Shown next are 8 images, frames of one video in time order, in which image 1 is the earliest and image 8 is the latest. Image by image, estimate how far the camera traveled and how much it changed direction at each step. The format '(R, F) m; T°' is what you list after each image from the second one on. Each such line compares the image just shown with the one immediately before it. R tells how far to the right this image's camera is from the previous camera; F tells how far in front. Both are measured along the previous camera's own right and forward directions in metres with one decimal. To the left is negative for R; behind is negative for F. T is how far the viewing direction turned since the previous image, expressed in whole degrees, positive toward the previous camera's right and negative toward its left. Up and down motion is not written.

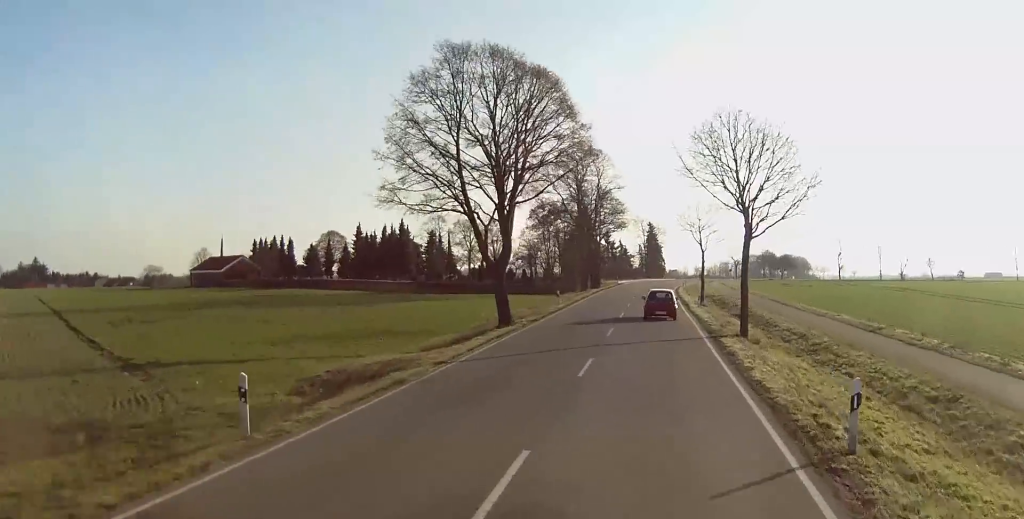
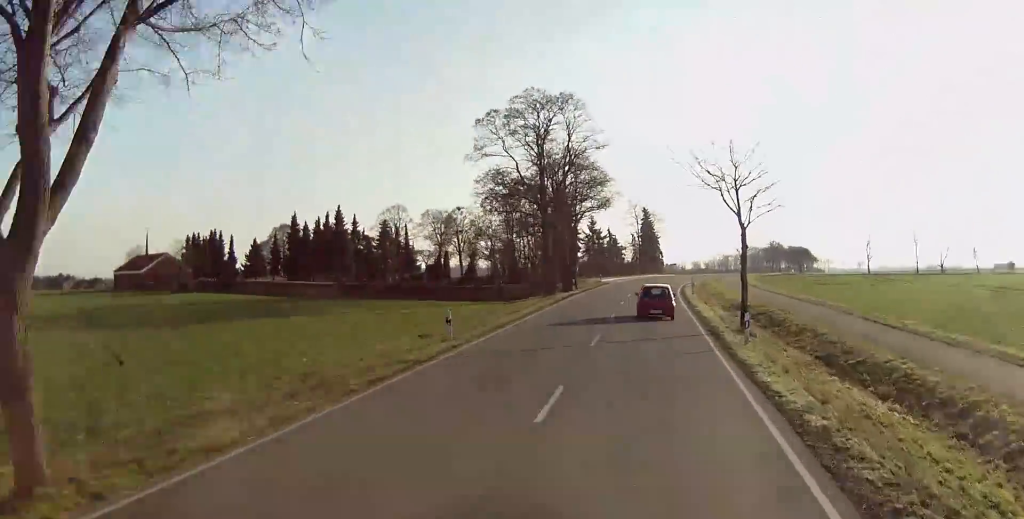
(-0.1, +30.5) m; 0°
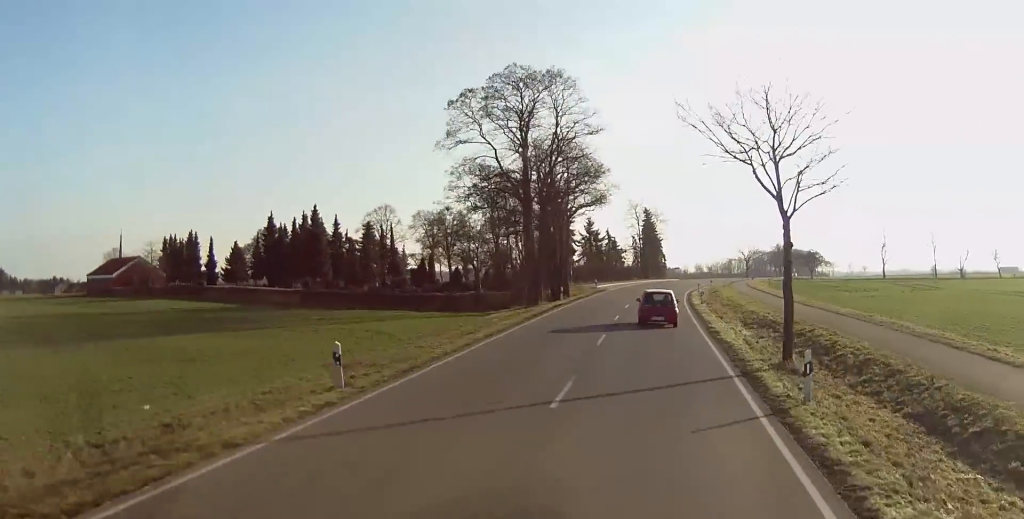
(+0.1, +10.3) m; 0°
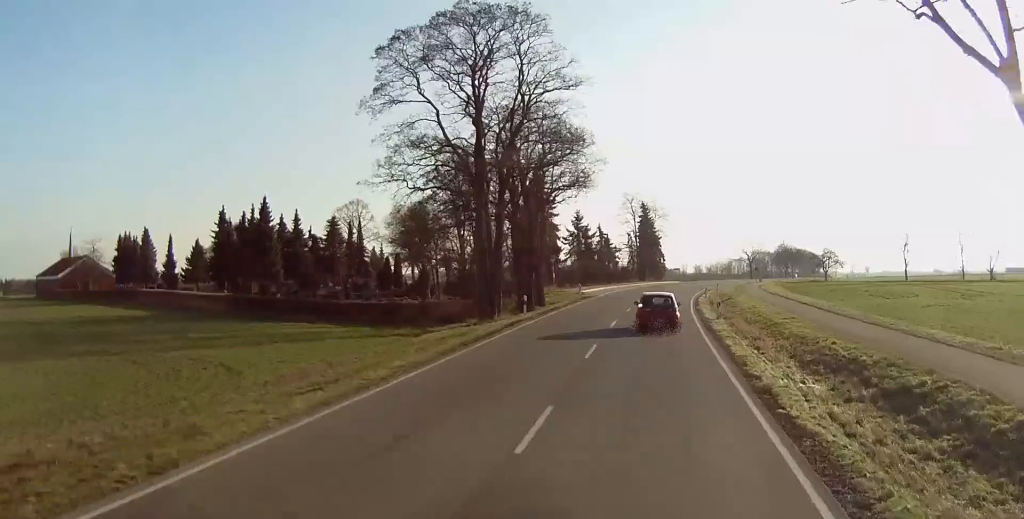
(-0.2, +15.9) m; 0°
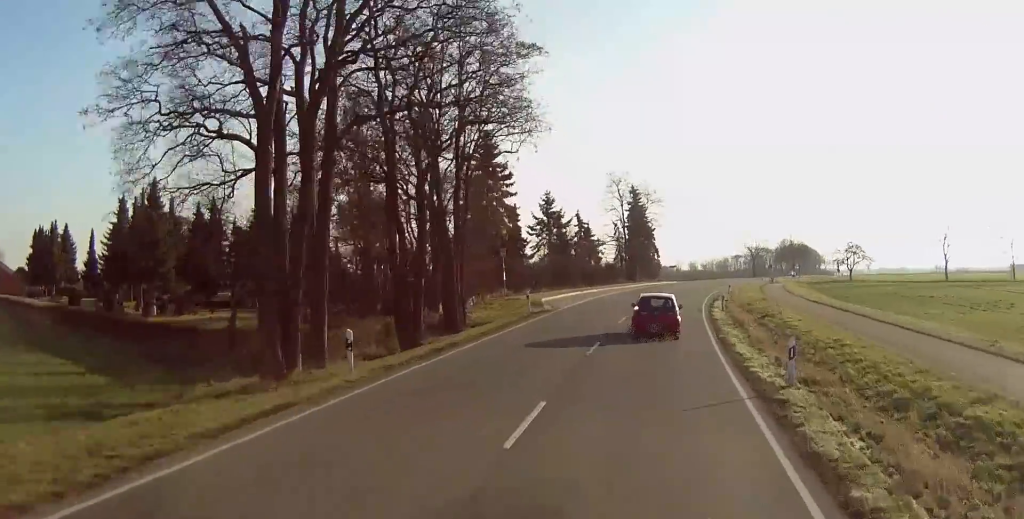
(+0.2, +24.2) m; 0°
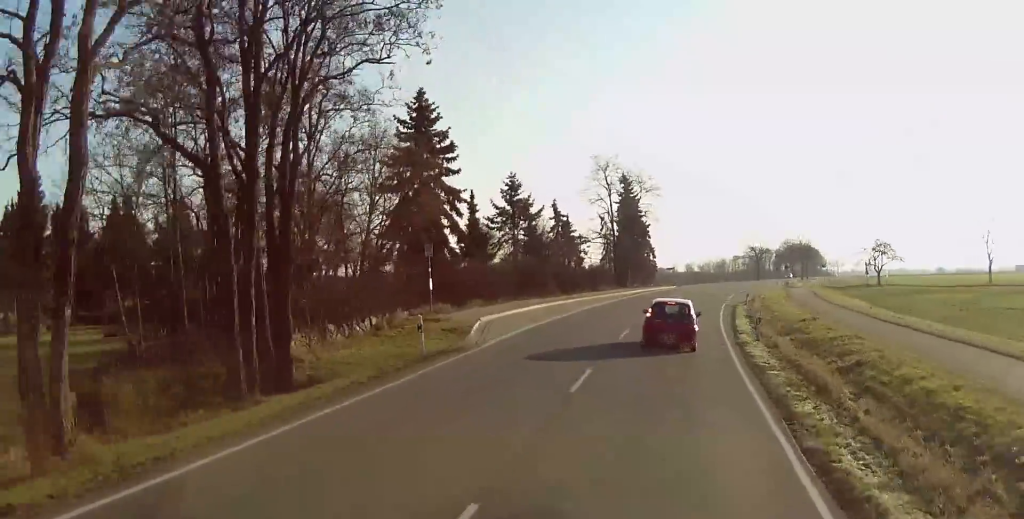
(-0.2, +18.5) m; -1°
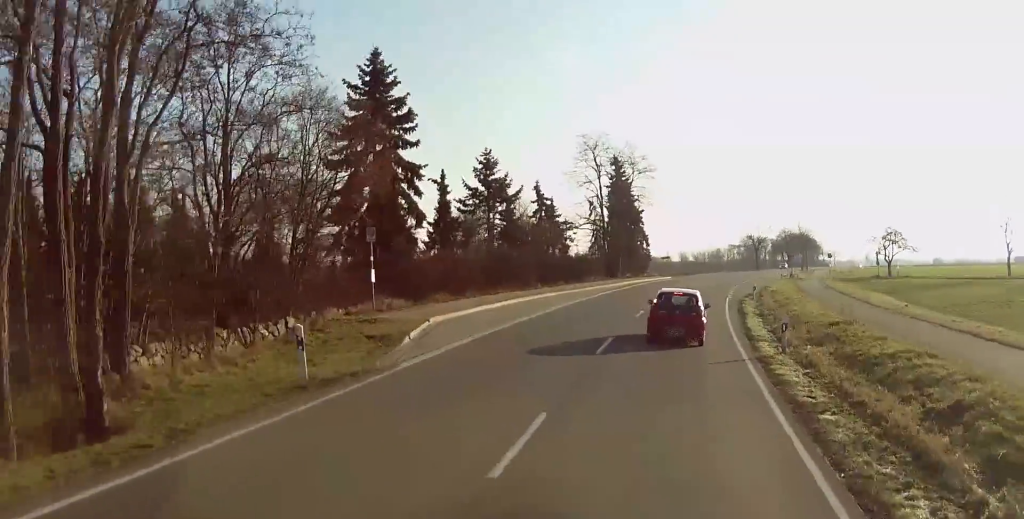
(-0.2, +7.7) m; 0°
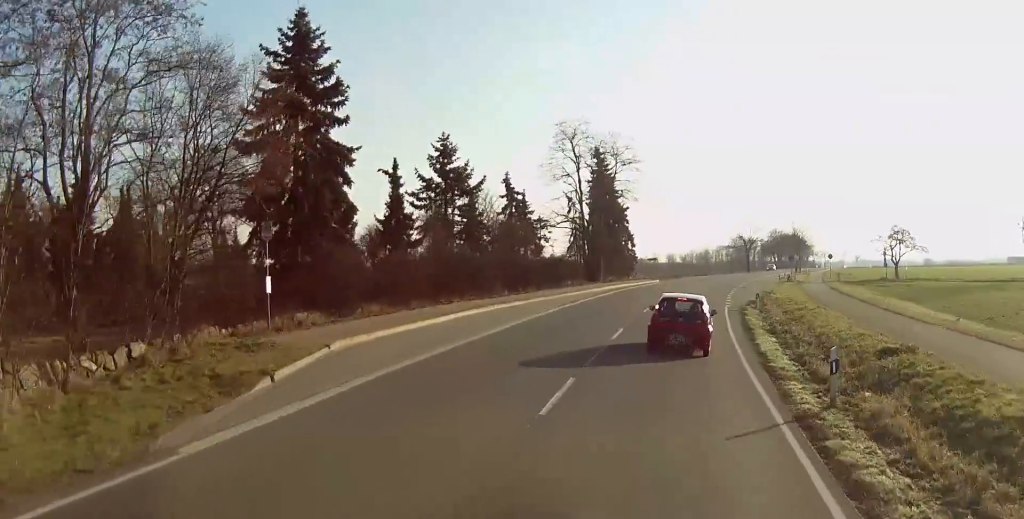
(+0.2, +8.2) m; +2°
